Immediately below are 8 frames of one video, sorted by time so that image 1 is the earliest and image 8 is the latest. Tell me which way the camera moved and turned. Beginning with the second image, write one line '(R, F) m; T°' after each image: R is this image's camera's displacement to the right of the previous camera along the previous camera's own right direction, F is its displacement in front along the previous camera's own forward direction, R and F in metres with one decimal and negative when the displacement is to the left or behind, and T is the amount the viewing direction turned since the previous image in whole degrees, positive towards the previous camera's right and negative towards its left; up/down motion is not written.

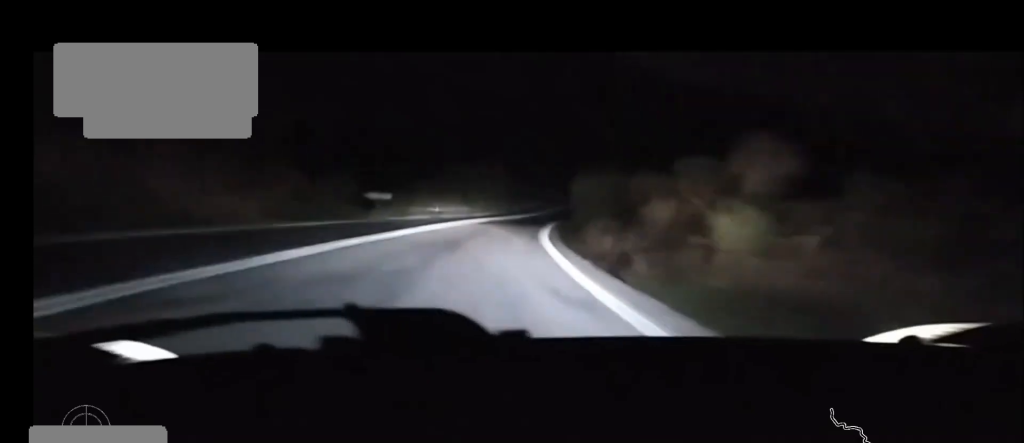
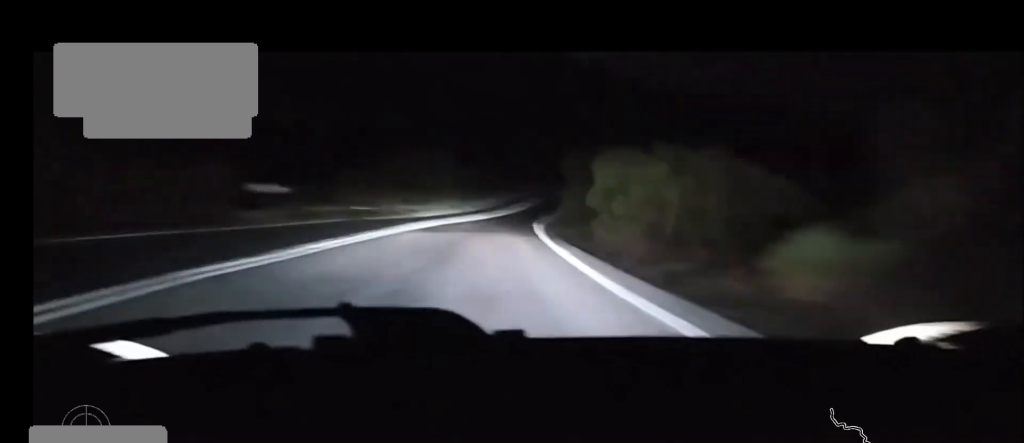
(+1.3, +15.5) m; +4°
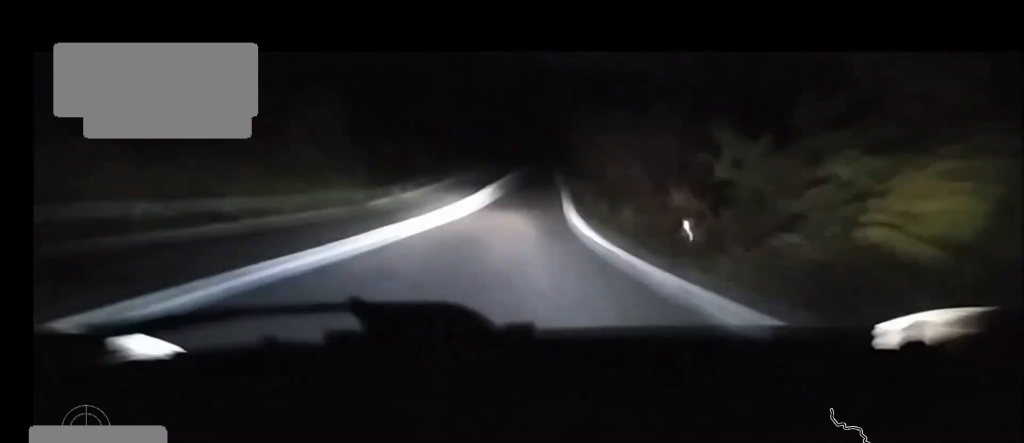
(+1.9, +29.4) m; +6°
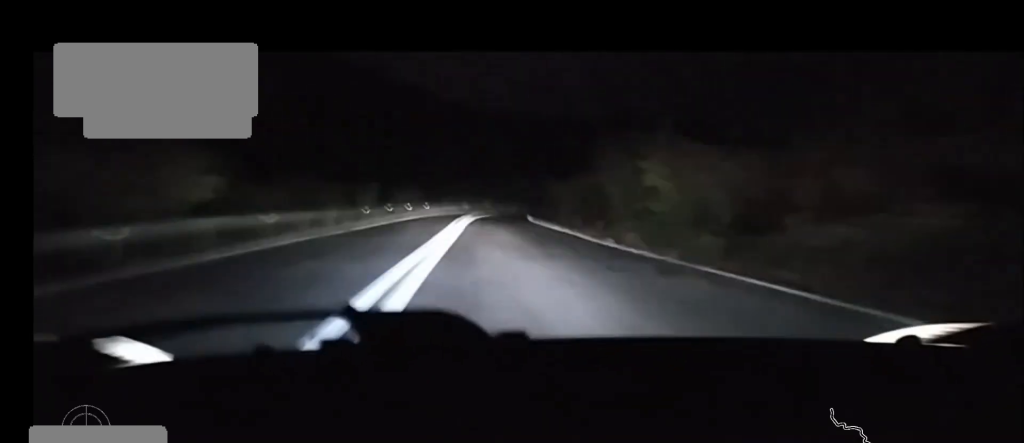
(+1.5, +33.1) m; +5°
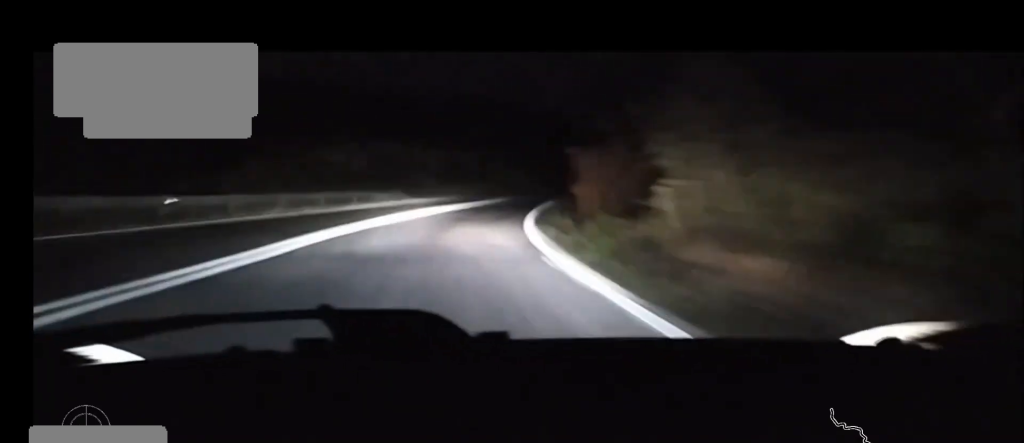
(+6.7, +61.9) m; +15°
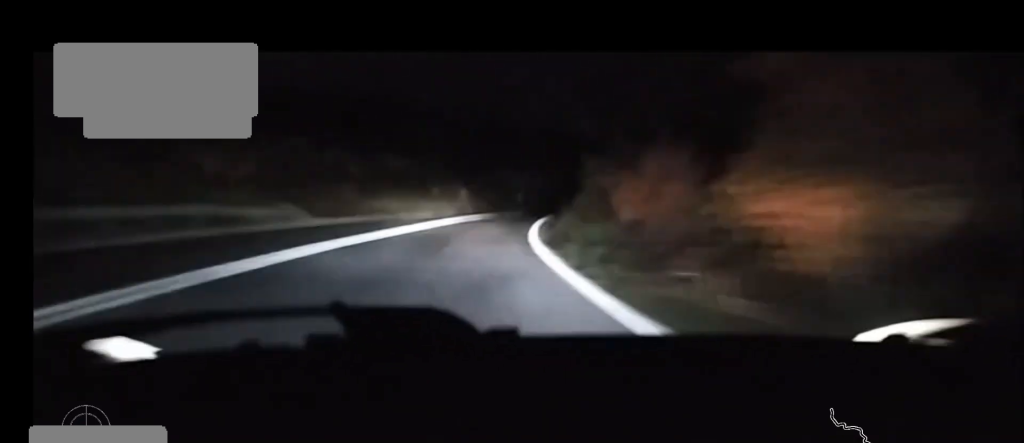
(+0.1, +13.5) m; +4°
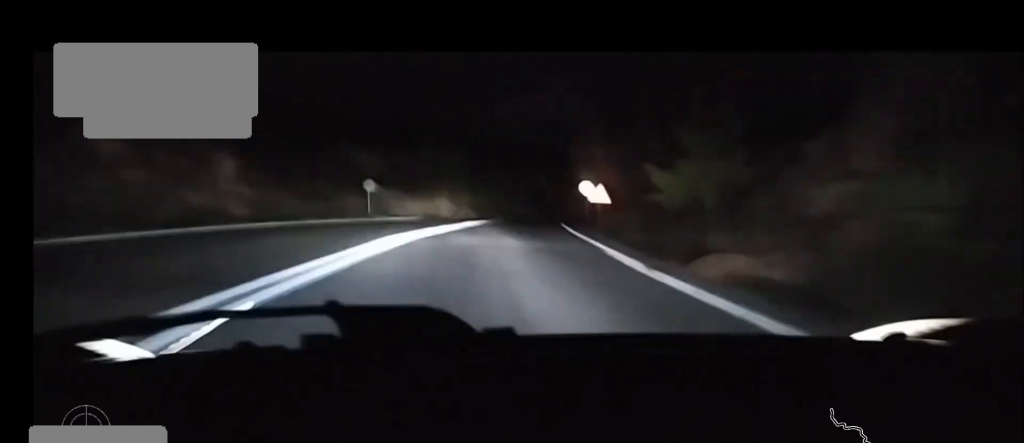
(+3.2, +33.8) m; +12°
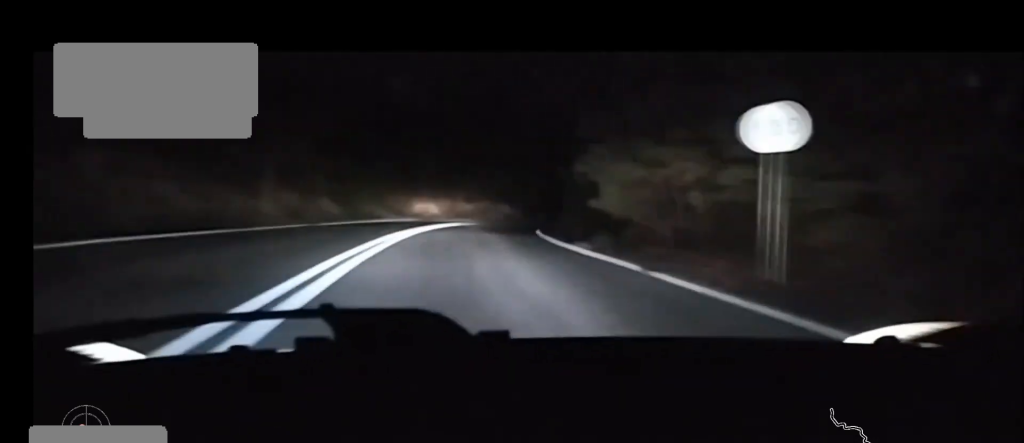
(+2.7, +27.3) m; +10°
